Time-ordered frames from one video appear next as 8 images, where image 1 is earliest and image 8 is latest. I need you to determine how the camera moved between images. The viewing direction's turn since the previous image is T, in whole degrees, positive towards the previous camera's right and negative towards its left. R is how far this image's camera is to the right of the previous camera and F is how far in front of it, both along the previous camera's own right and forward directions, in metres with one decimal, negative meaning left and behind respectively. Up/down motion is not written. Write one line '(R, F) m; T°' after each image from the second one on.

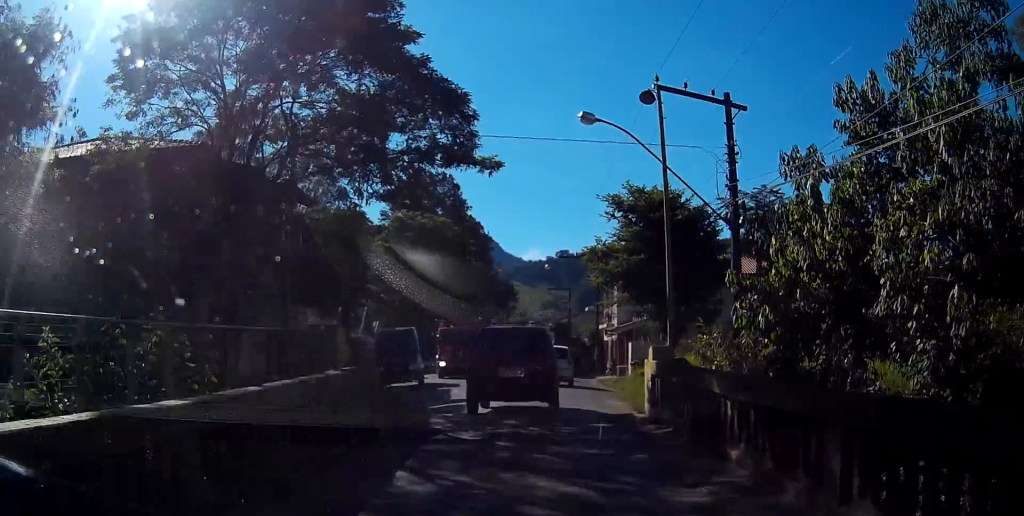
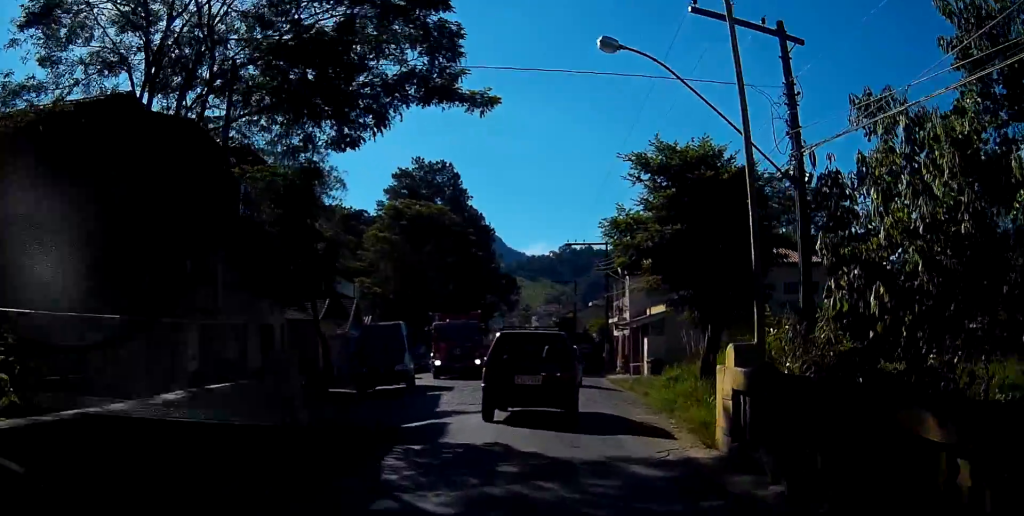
(0.0, +4.1) m; 0°
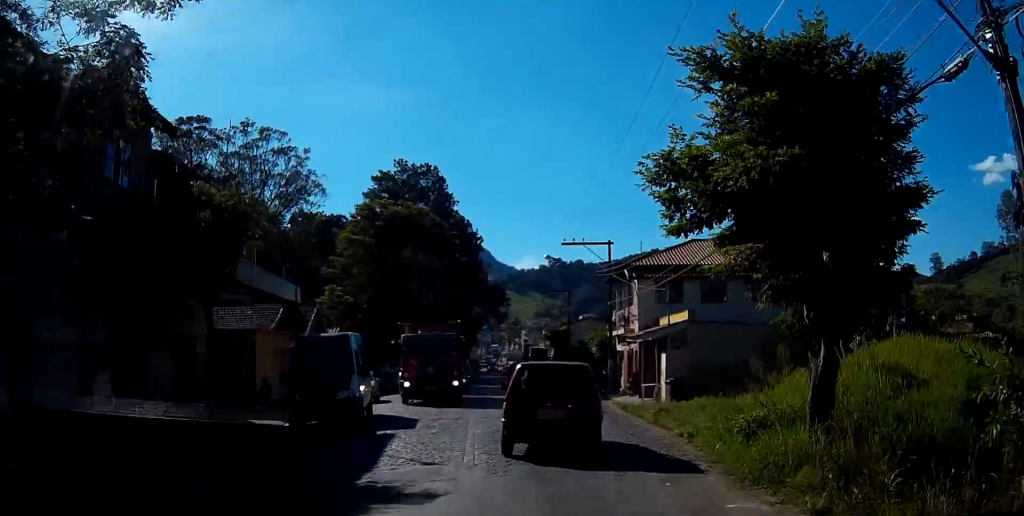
(0.0, +6.8) m; -1°
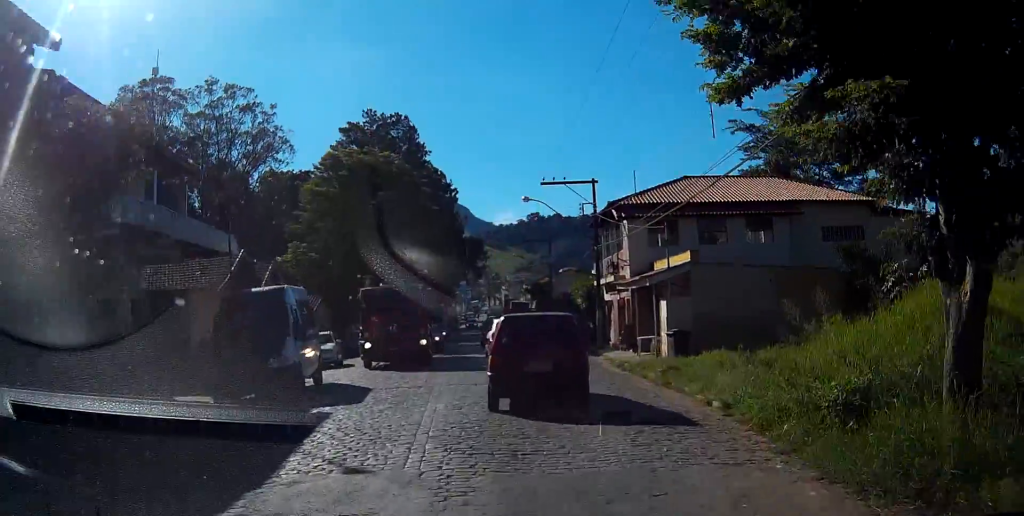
(-0.1, +4.0) m; -1°
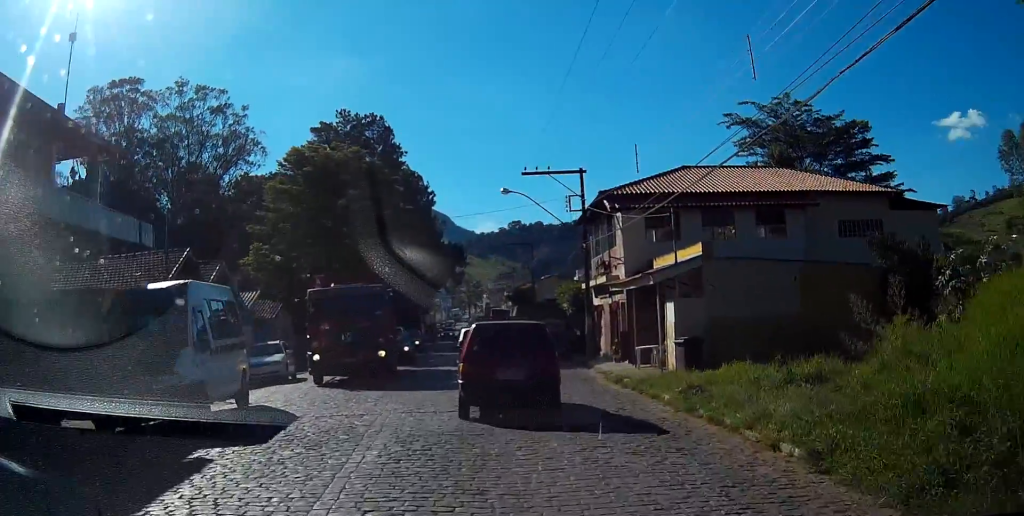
(0.0, +4.4) m; 0°
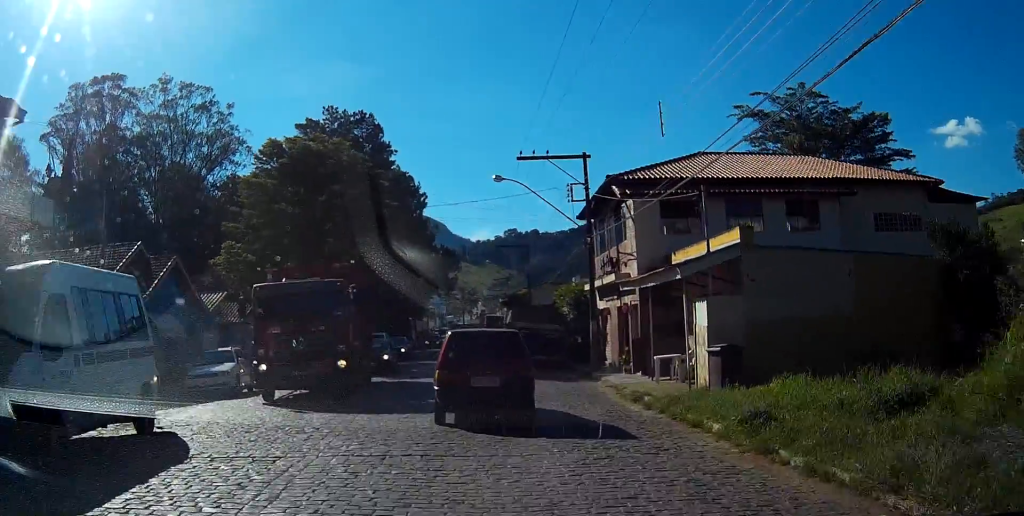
(0.0, +4.3) m; 0°
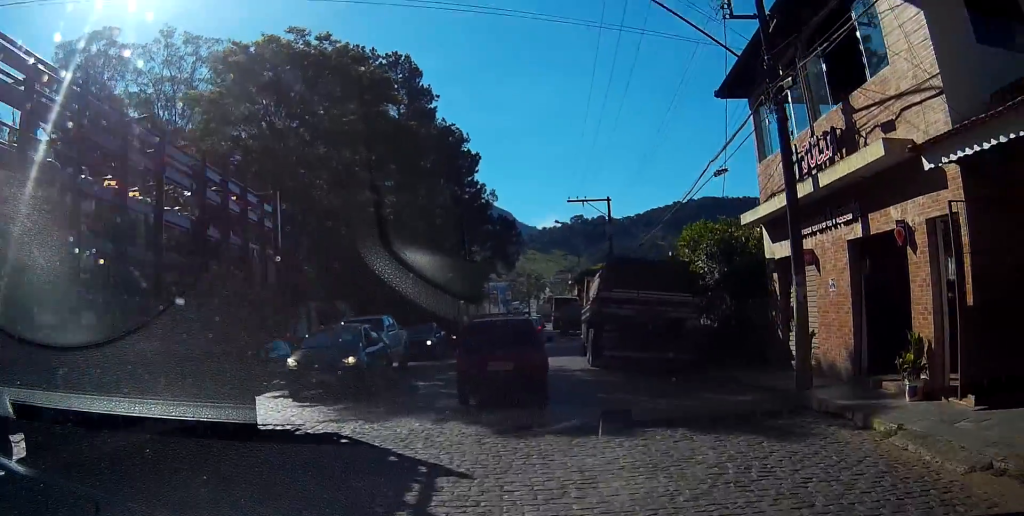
(-0.5, +16.6) m; -4°
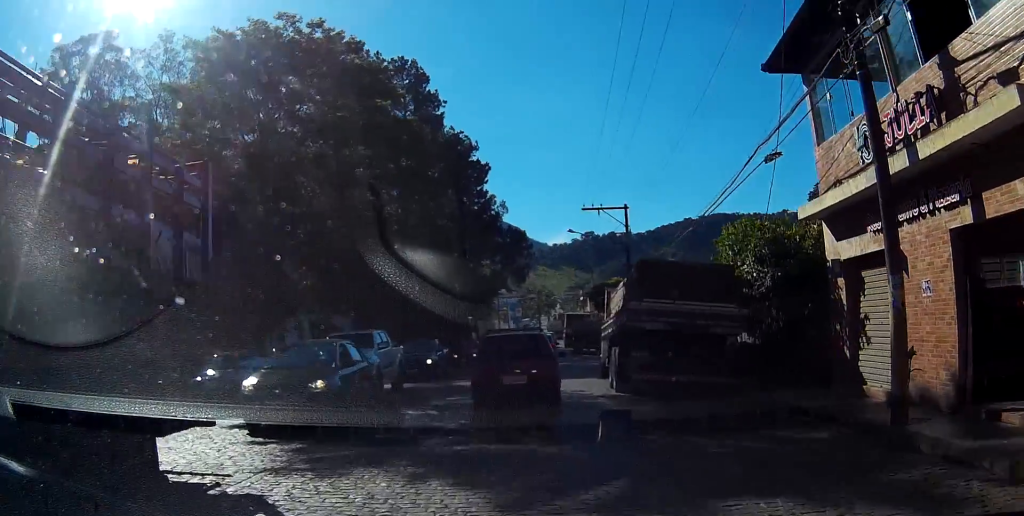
(0.0, +3.2) m; 0°
